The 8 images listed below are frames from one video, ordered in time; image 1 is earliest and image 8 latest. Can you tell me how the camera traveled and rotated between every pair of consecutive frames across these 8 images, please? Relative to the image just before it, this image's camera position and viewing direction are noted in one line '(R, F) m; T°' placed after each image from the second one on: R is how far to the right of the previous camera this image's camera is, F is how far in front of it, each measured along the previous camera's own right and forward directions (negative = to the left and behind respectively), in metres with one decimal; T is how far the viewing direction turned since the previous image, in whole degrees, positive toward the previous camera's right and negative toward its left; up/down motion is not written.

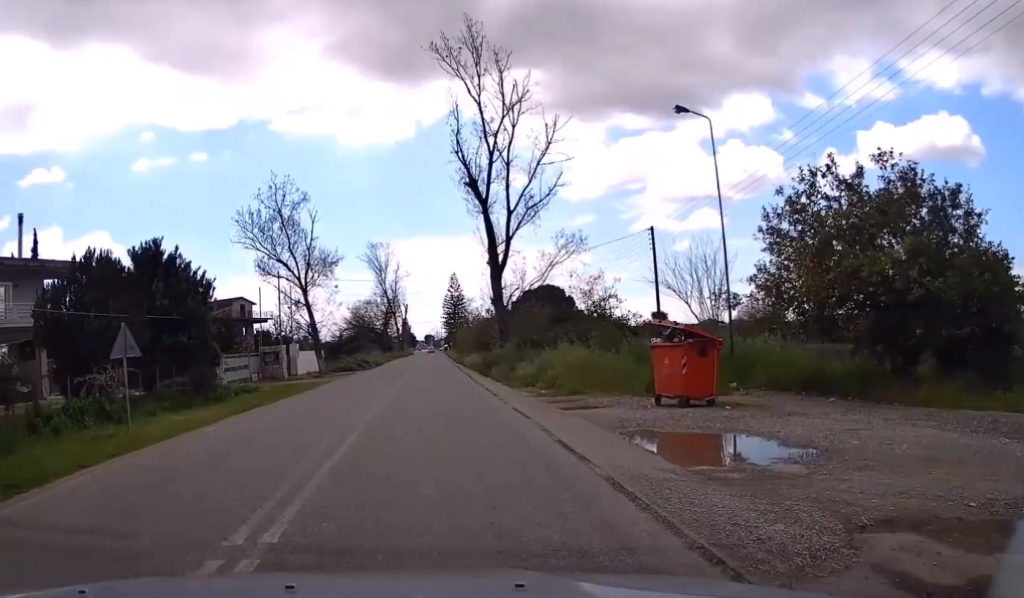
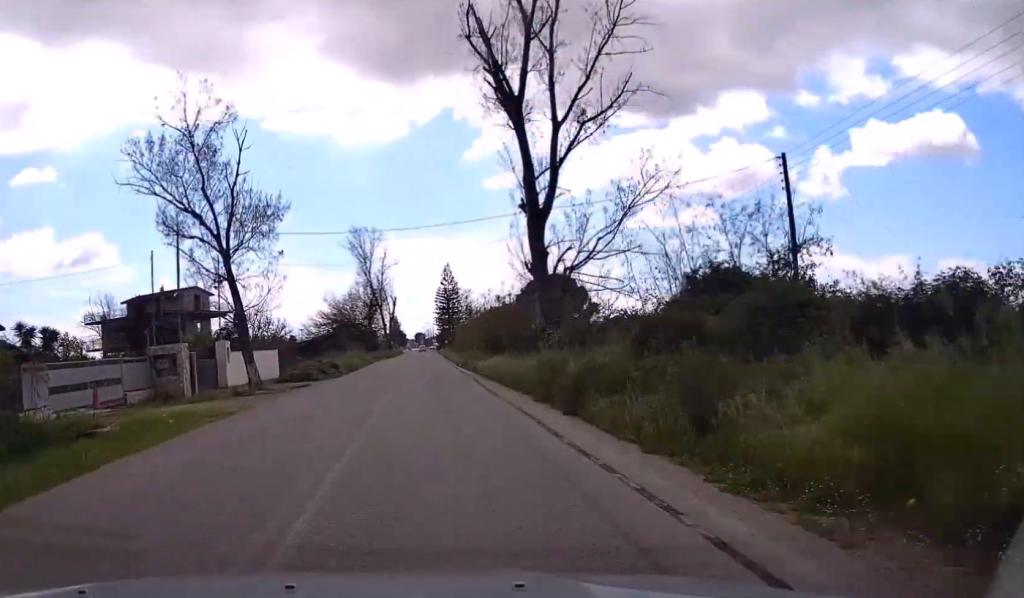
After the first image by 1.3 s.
(+0.3, +19.6) m; +1°
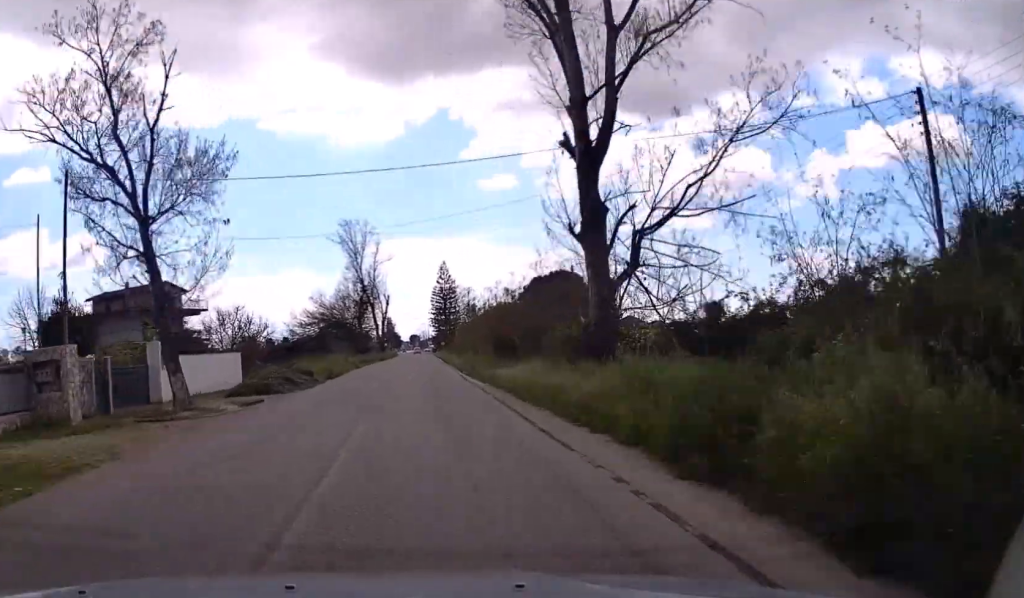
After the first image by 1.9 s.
(+0.1, +9.1) m; 0°
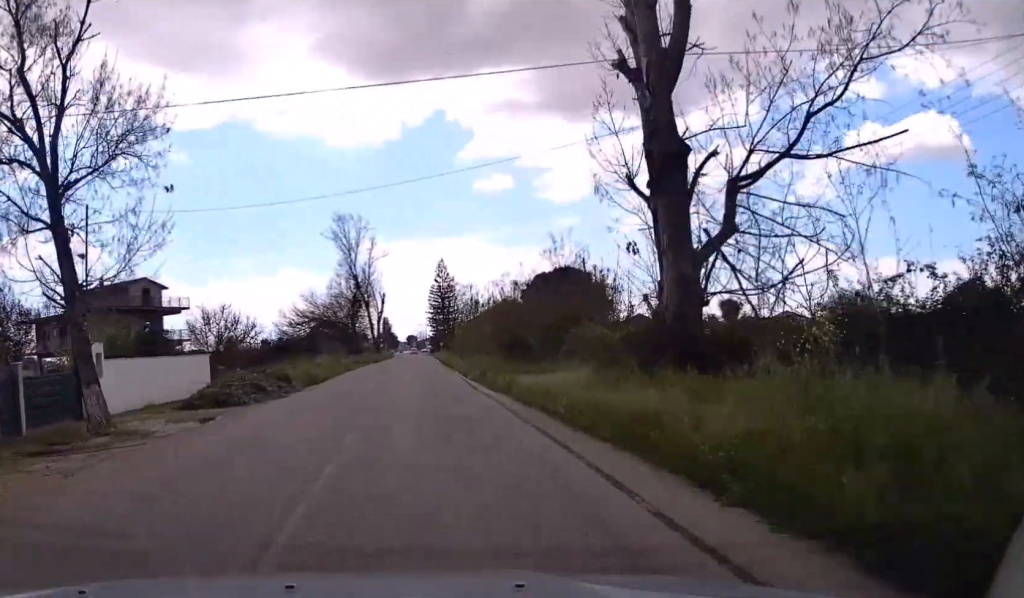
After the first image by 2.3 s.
(0.0, +6.6) m; 0°
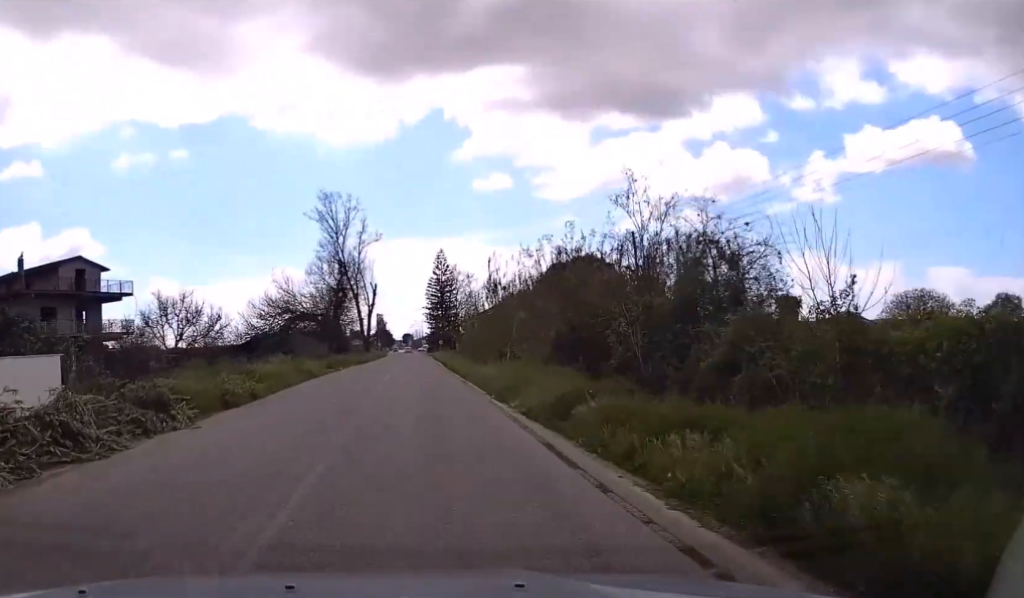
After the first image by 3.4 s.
(0.0, +15.7) m; 0°
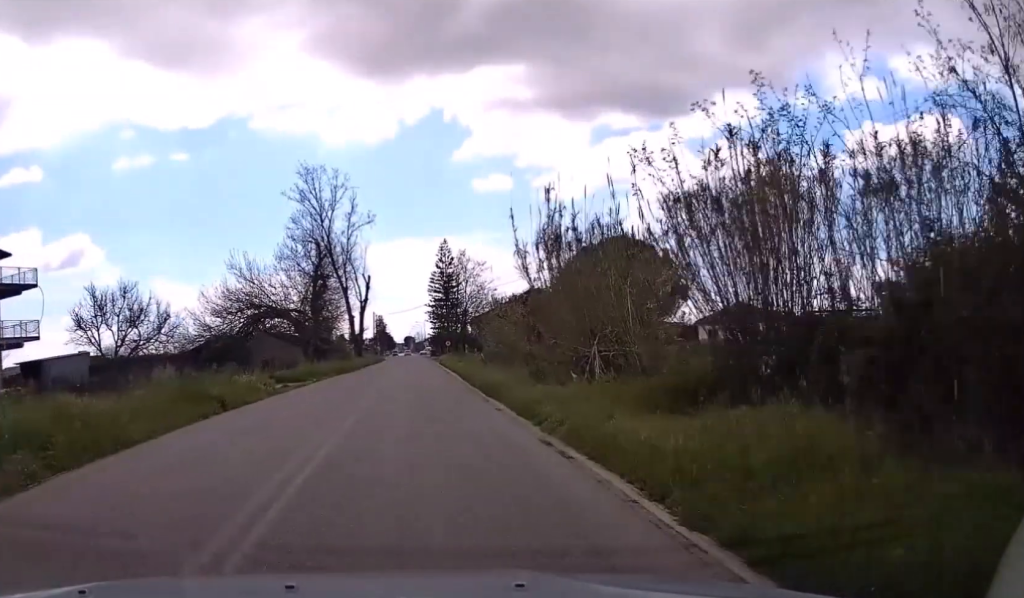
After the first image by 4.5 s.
(+0.2, +17.6) m; +1°
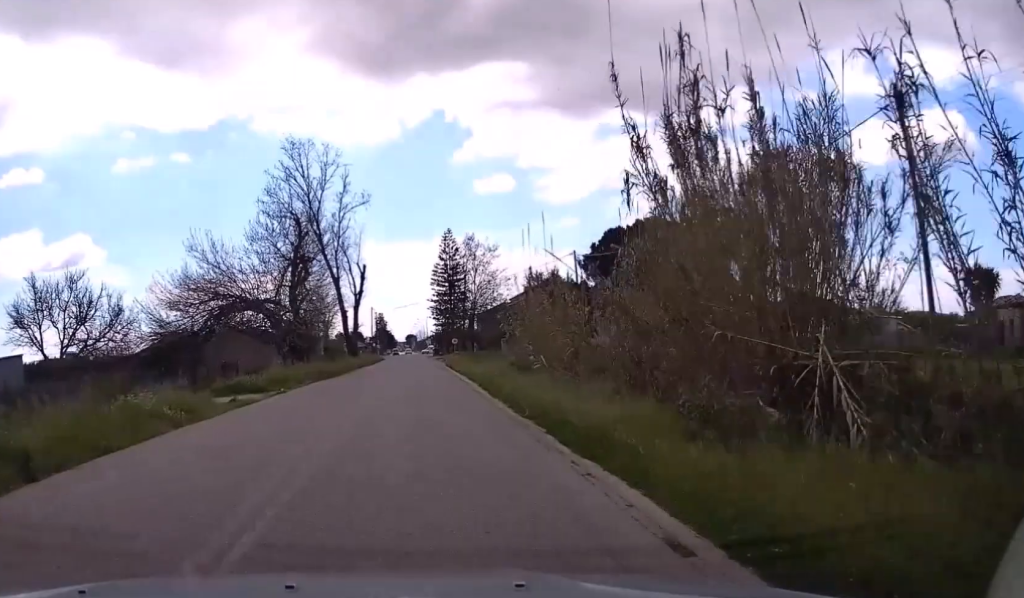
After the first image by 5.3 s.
(0.0, +11.0) m; 0°
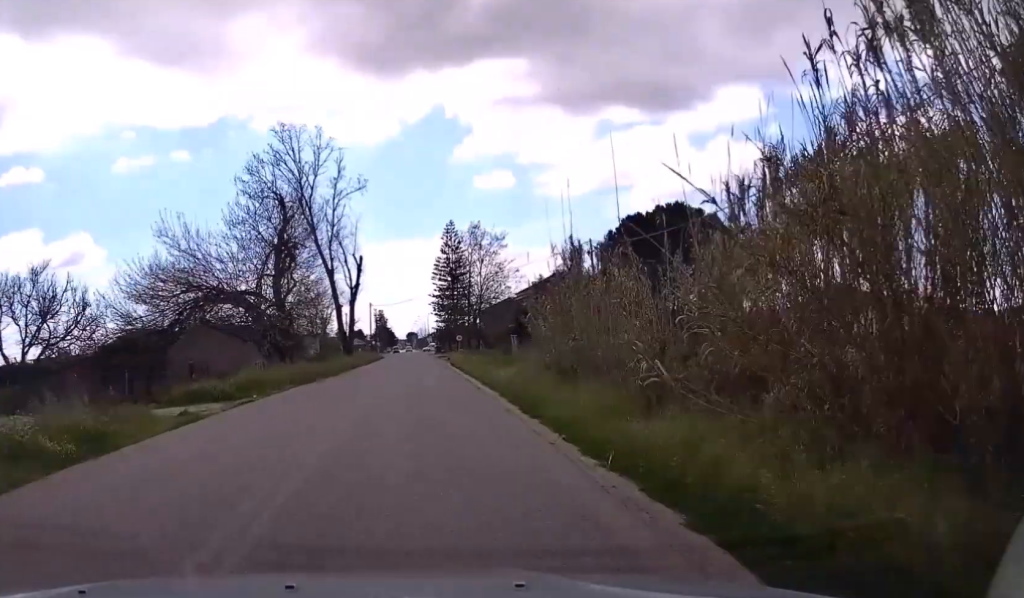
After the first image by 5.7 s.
(-0.1, +6.0) m; 0°
